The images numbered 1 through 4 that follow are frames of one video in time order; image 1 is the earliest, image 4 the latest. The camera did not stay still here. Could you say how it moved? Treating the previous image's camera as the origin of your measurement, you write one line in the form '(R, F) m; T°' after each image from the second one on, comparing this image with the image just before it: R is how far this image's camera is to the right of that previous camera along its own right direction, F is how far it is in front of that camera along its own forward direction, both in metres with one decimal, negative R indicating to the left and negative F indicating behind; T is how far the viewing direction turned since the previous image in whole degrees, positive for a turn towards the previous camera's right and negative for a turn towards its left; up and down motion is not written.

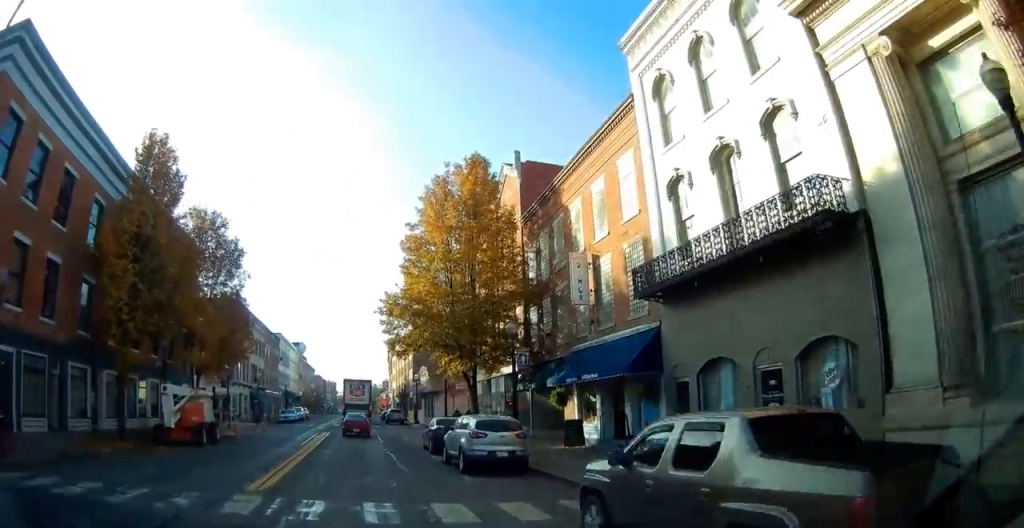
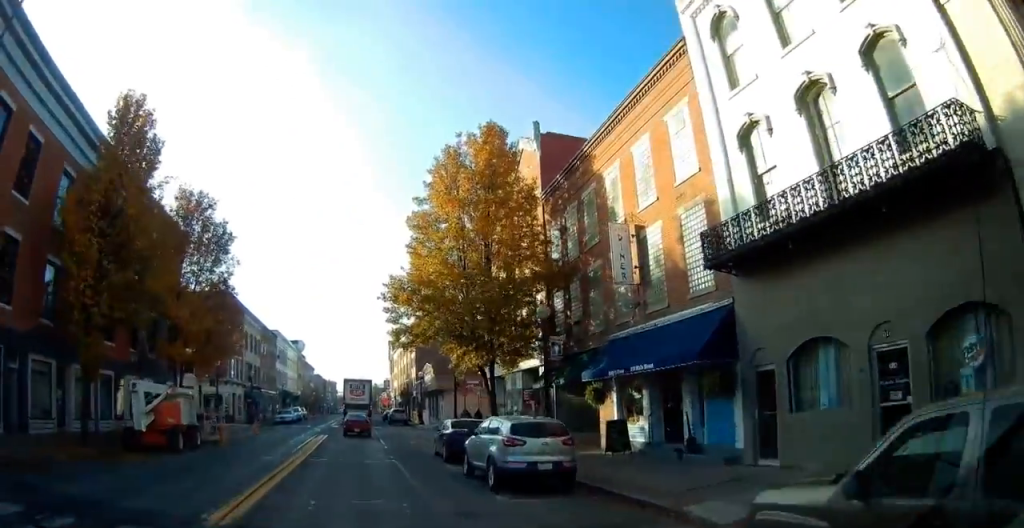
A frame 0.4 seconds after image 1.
(0.0, +3.5) m; 0°
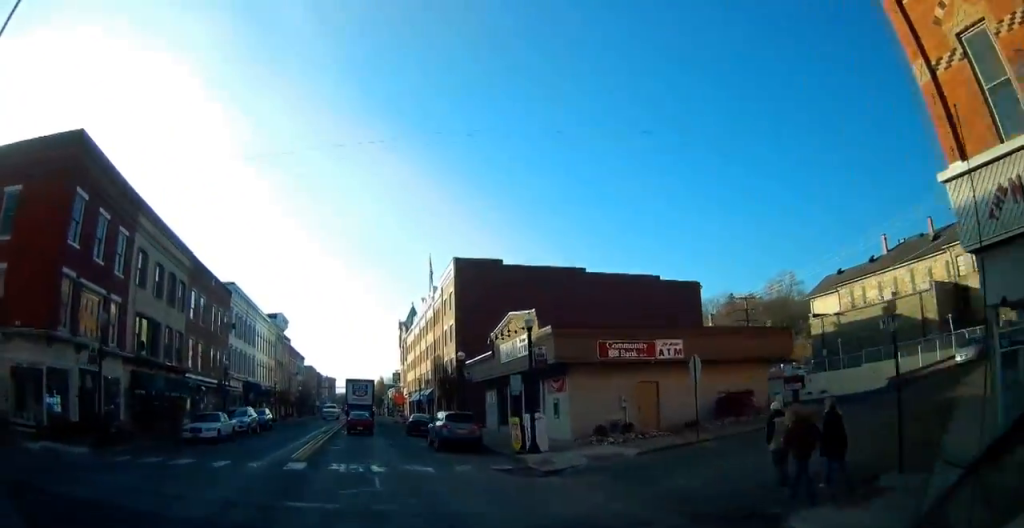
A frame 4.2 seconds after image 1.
(-0.6, +31.9) m; -1°
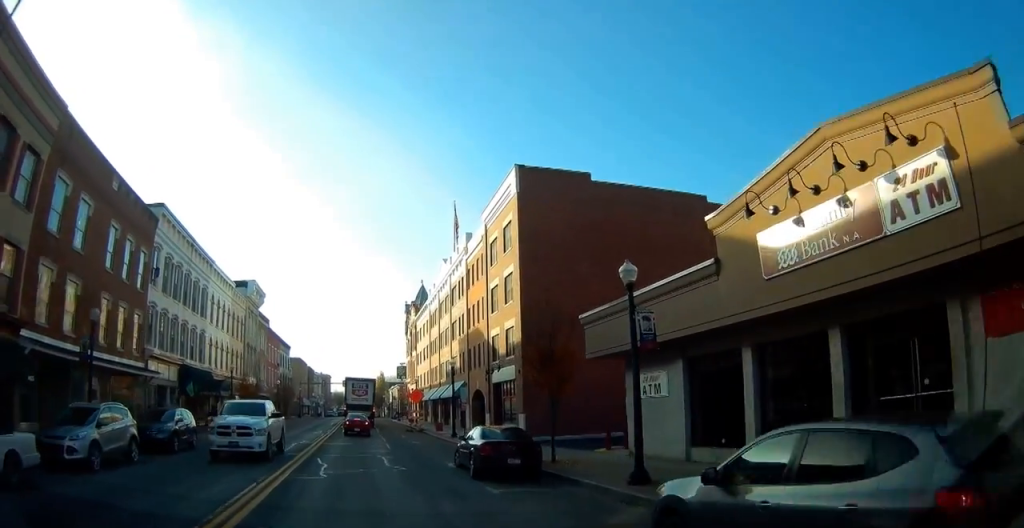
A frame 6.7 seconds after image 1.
(-0.2, +20.1) m; +1°
